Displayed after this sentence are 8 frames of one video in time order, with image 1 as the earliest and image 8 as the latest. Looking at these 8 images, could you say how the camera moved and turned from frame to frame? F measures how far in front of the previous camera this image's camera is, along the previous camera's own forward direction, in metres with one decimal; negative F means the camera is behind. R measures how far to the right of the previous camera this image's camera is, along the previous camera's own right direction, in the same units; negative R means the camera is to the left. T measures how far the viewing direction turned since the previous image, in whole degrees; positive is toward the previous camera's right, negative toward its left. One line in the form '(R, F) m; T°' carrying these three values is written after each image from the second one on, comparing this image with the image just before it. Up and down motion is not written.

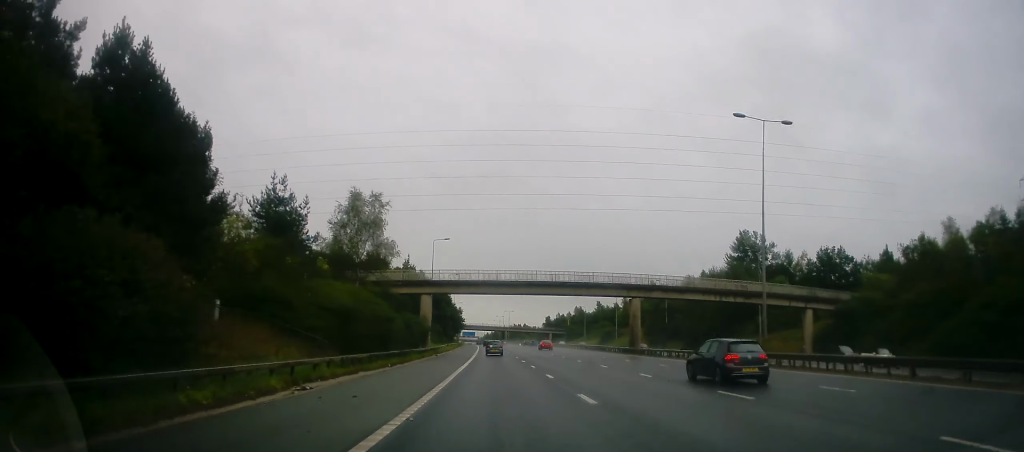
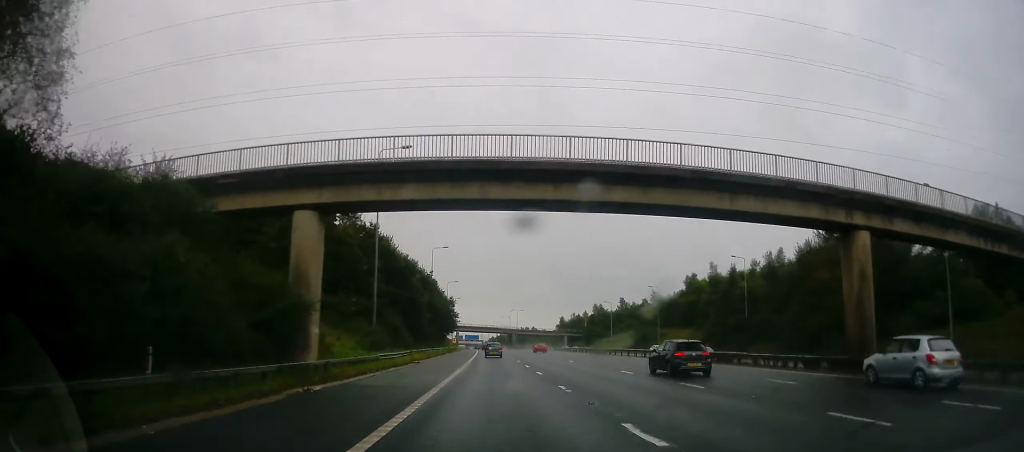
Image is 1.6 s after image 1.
(-0.4, +41.3) m; 0°
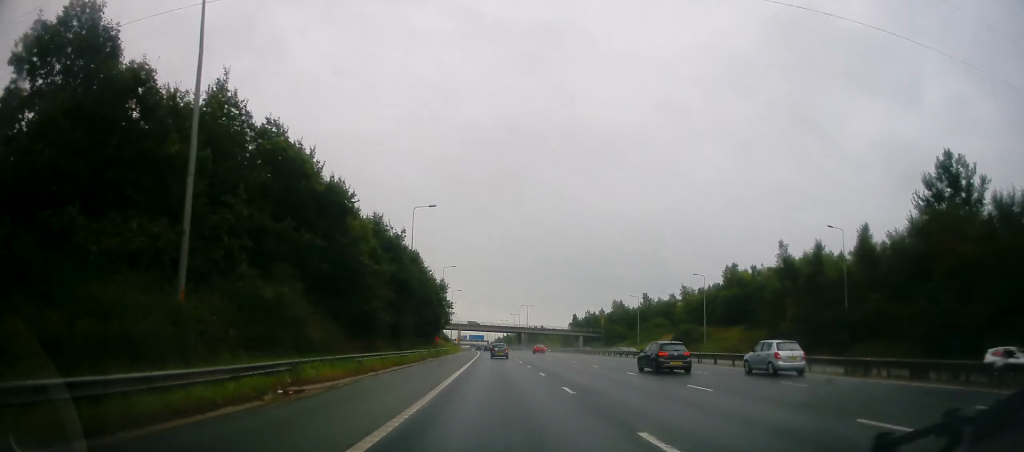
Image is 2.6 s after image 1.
(+0.2, +27.3) m; -1°
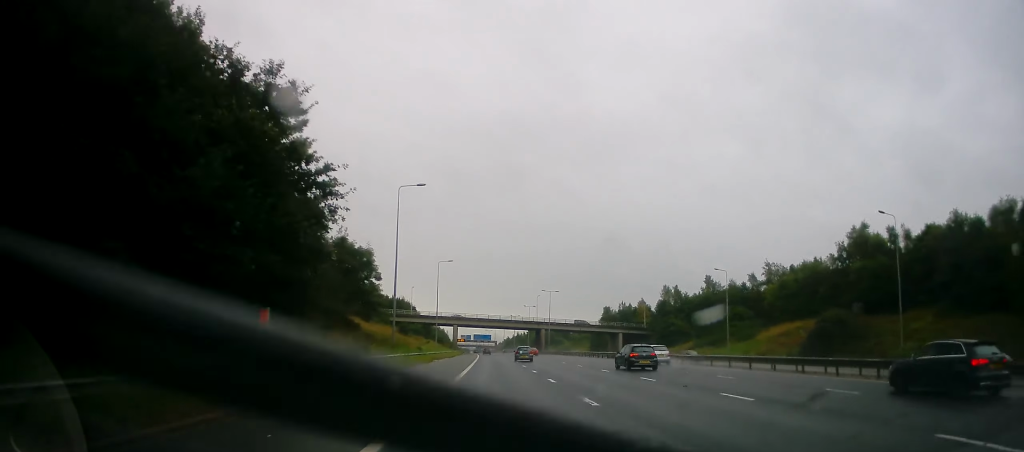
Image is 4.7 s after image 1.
(-1.1, +56.9) m; -1°
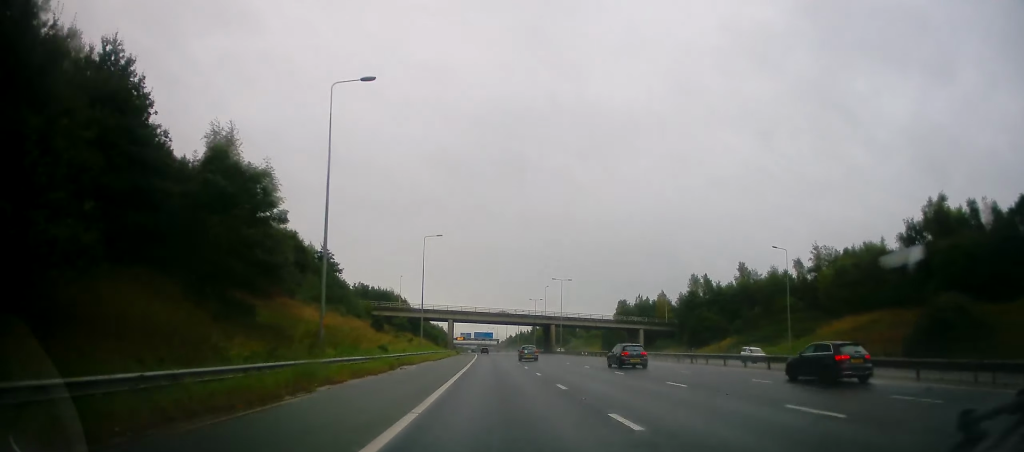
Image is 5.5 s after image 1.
(0.0, +21.8) m; 0°
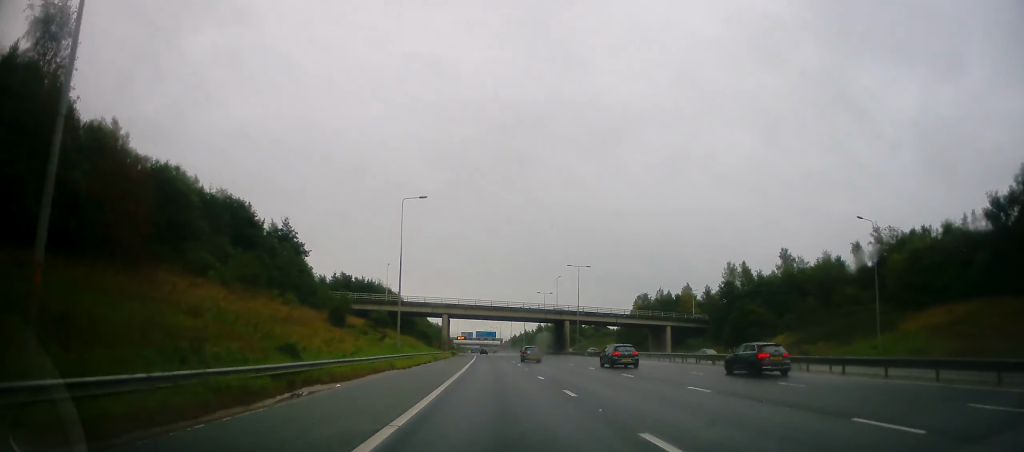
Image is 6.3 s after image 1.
(0.0, +20.4) m; 0°
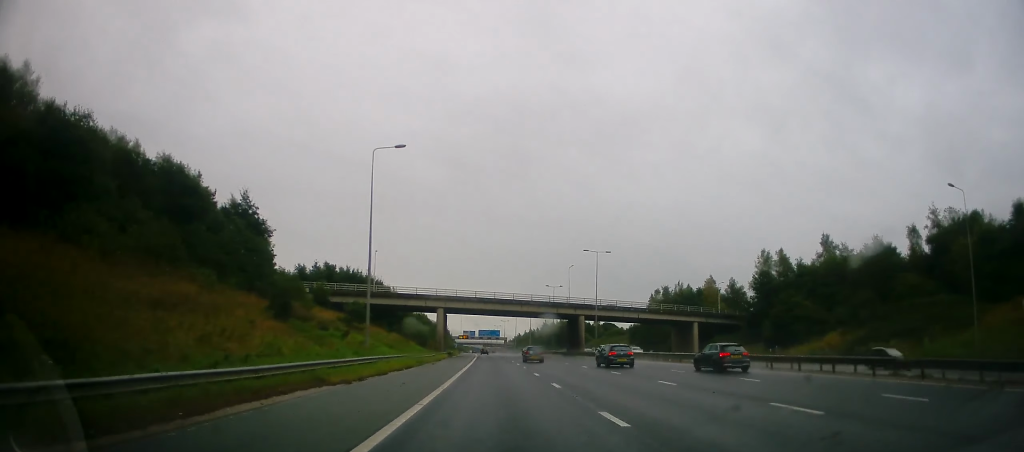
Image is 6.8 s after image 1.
(-0.1, +15.1) m; 0°
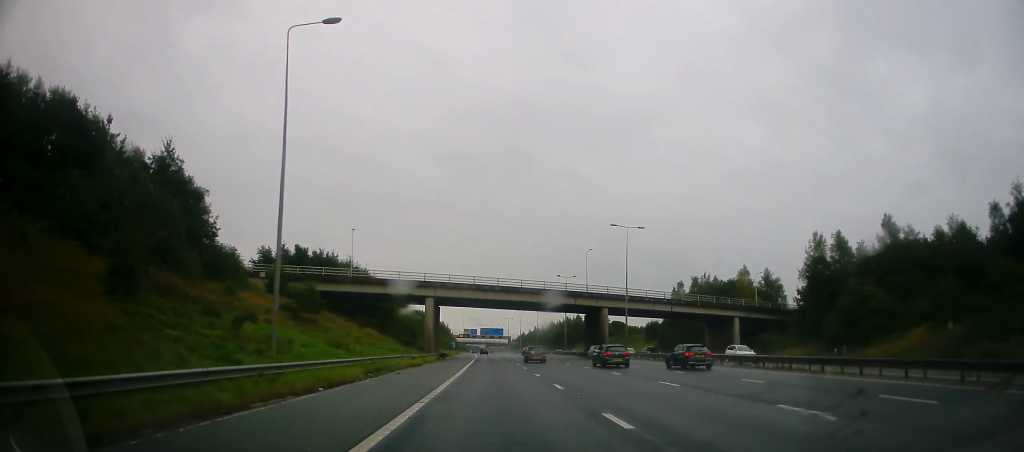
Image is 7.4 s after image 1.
(-0.1, +18.2) m; -1°
